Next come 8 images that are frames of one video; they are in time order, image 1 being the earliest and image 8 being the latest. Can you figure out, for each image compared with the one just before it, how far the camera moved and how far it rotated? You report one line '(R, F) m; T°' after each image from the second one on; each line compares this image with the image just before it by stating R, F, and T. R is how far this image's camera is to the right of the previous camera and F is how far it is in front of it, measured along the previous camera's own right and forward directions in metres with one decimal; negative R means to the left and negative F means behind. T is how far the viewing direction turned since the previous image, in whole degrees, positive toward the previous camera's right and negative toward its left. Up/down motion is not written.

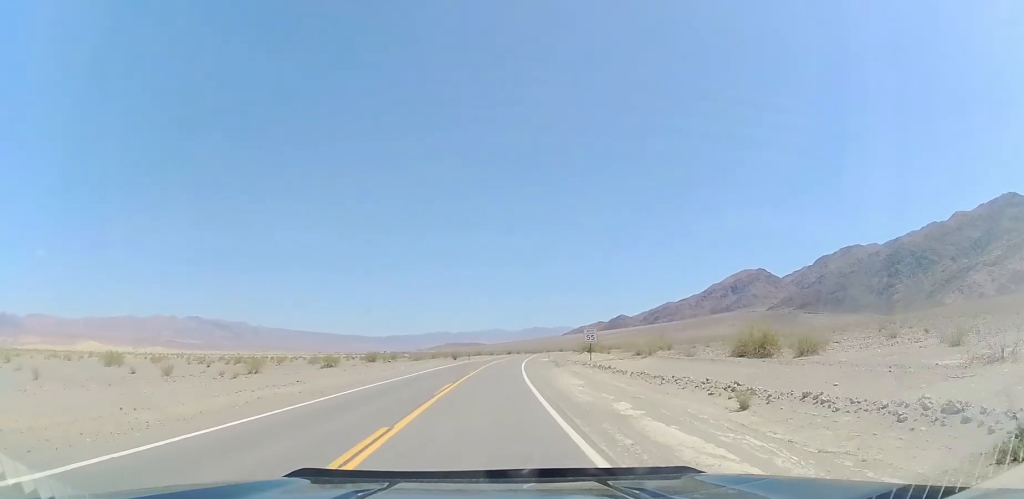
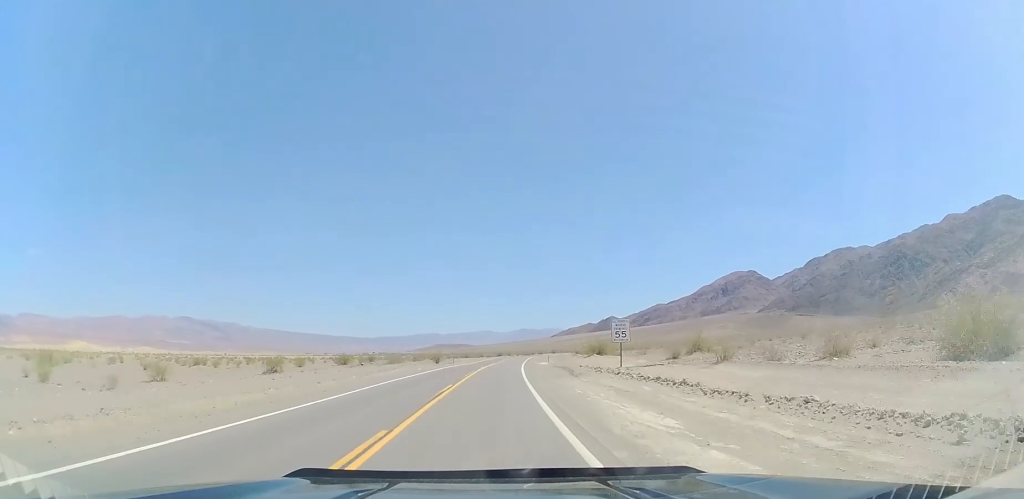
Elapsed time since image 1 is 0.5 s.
(-0.2, +14.8) m; +1°
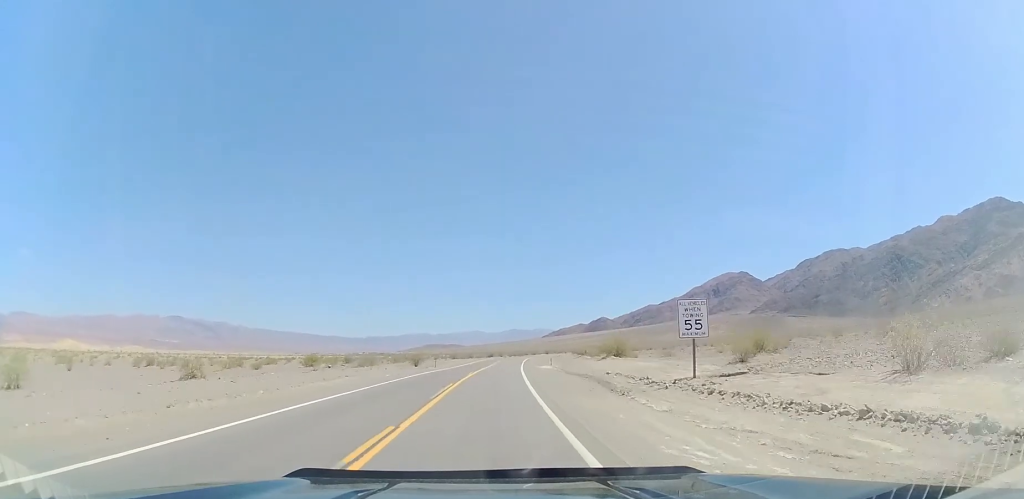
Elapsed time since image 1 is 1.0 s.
(+0.3, +13.9) m; +1°
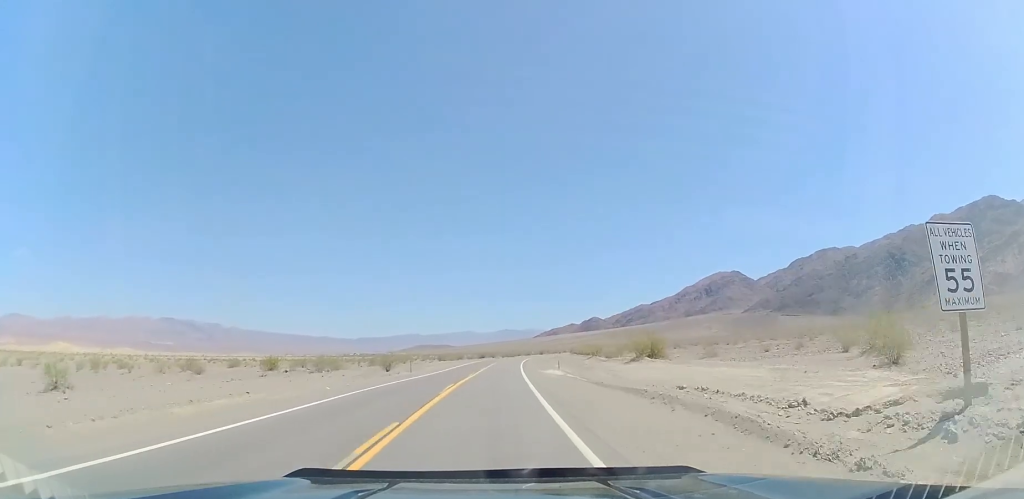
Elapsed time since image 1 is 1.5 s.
(0.0, +13.9) m; +1°
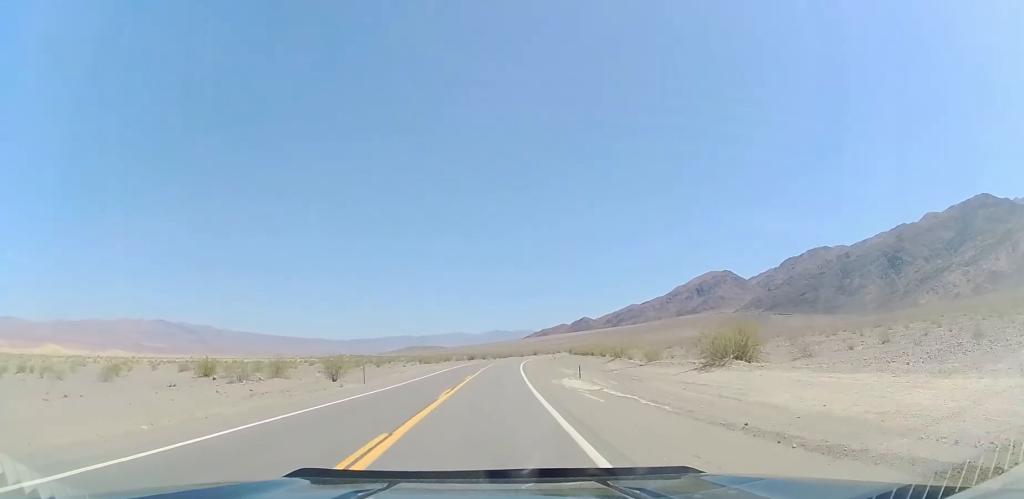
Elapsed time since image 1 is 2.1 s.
(+0.3, +15.9) m; +1°
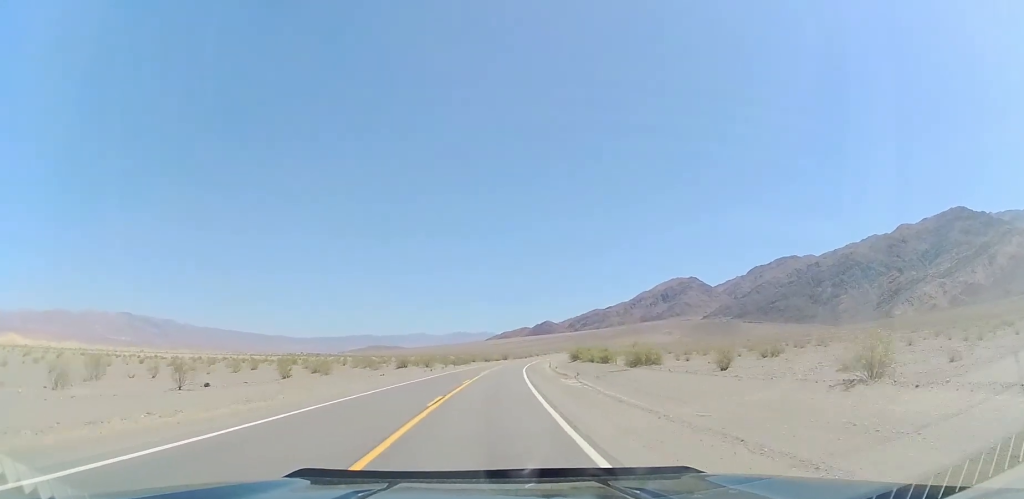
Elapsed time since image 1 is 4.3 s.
(+2.3, +62.7) m; +5°
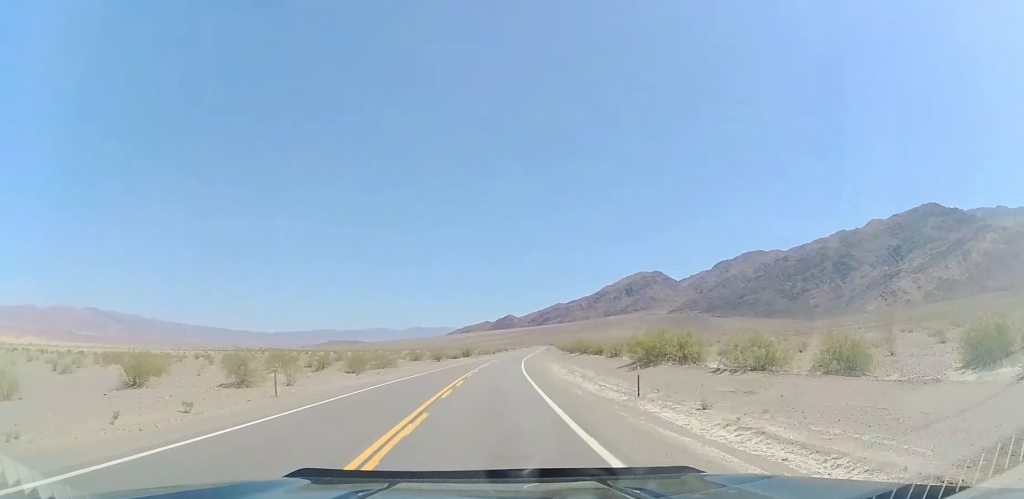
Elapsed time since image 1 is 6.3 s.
(+1.3, +56.9) m; +3°
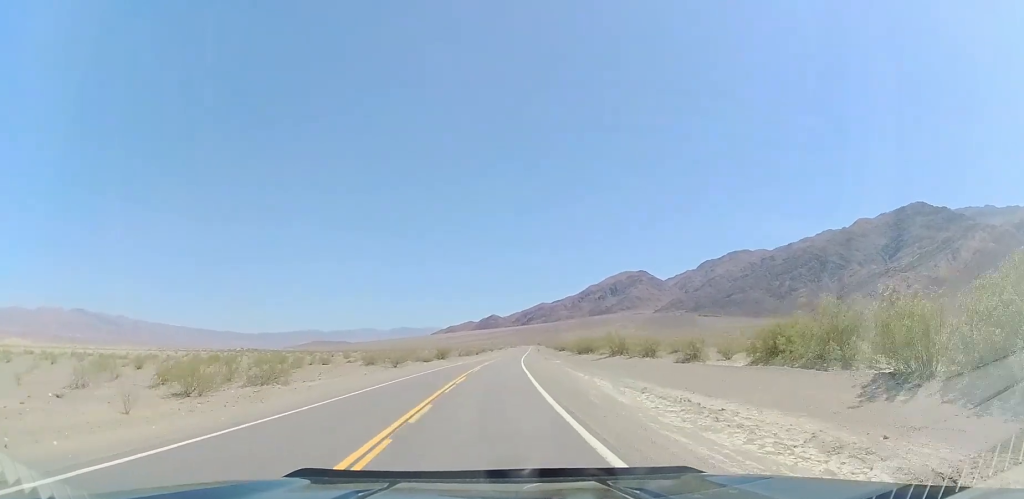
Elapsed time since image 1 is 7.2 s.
(+0.8, +27.3) m; +2°
